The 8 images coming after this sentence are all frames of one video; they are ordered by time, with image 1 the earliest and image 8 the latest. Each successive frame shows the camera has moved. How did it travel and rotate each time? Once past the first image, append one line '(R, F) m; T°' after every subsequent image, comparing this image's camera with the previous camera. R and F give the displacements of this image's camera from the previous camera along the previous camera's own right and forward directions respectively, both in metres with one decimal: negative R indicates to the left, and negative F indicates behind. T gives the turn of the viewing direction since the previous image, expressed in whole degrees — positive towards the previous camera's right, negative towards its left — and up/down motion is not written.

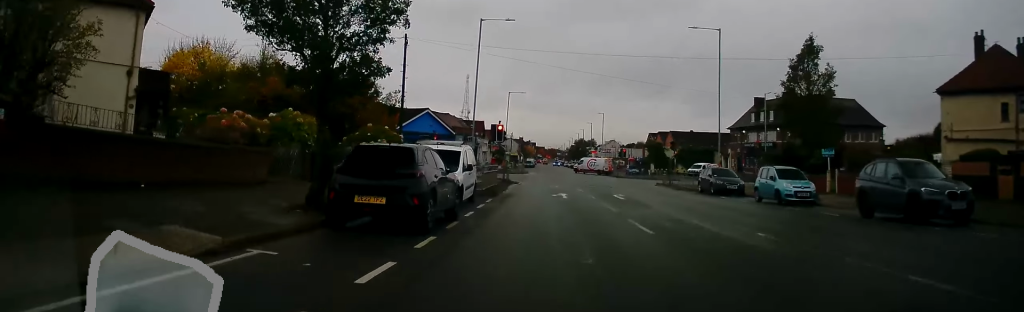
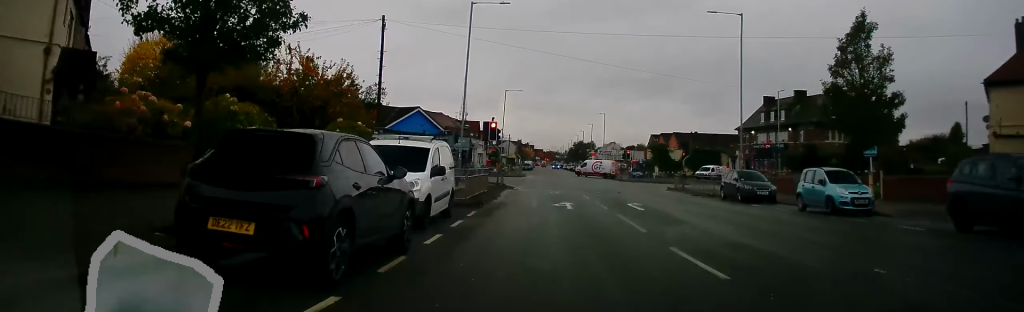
(0.0, +4.8) m; 0°
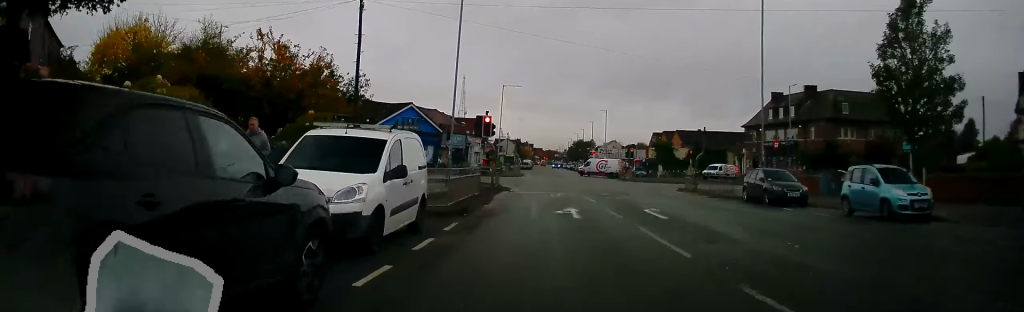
(0.0, +3.5) m; 0°
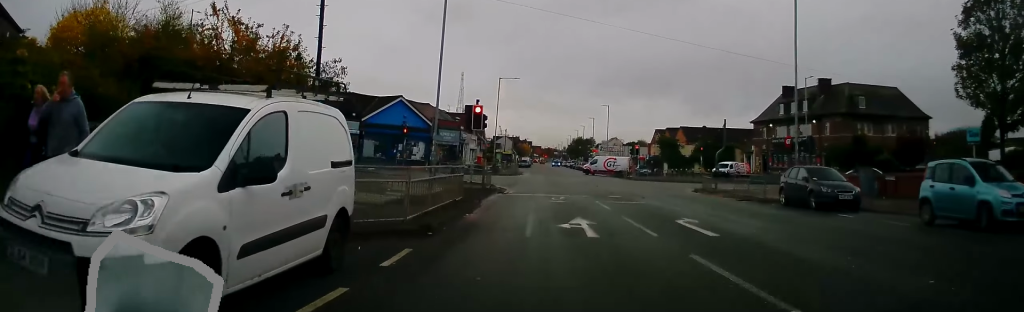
(0.0, +4.8) m; 0°
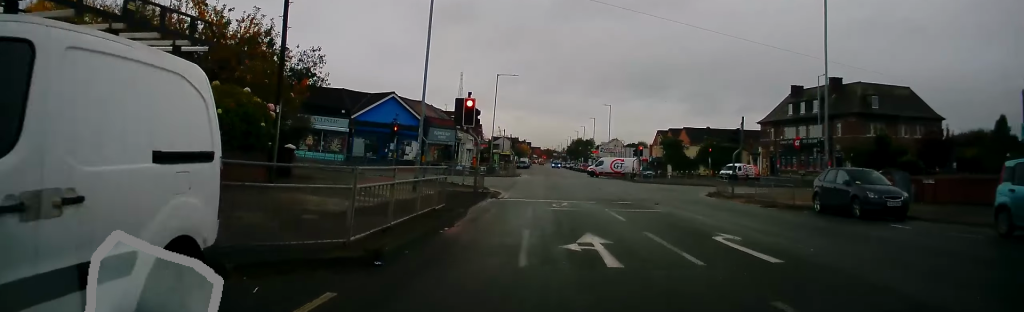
(0.0, +3.1) m; 0°
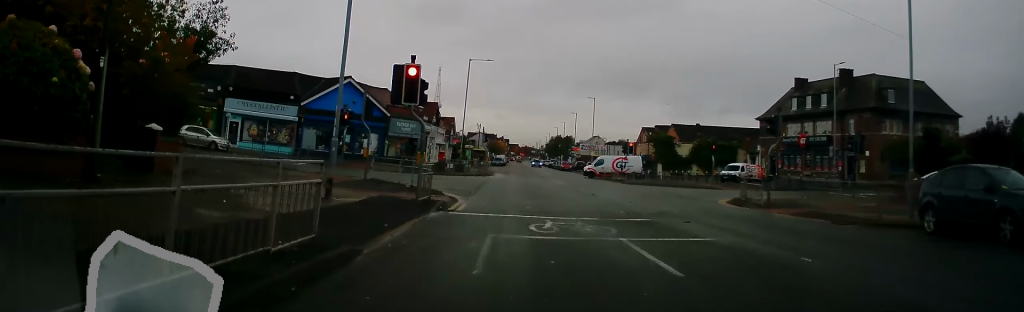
(0.0, +8.3) m; 0°
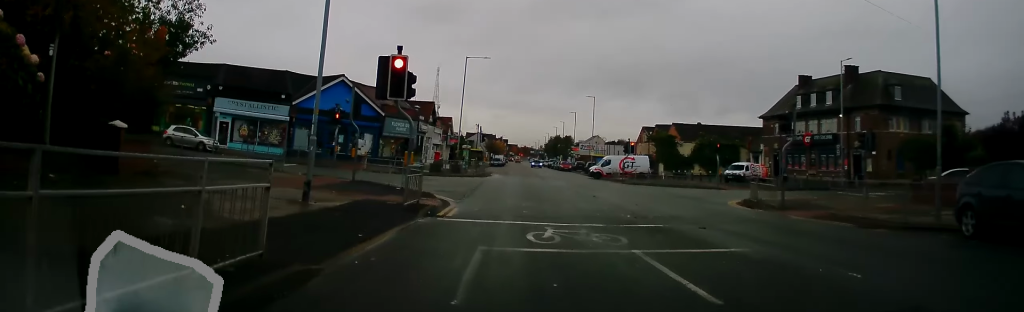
(0.0, +1.6) m; 0°
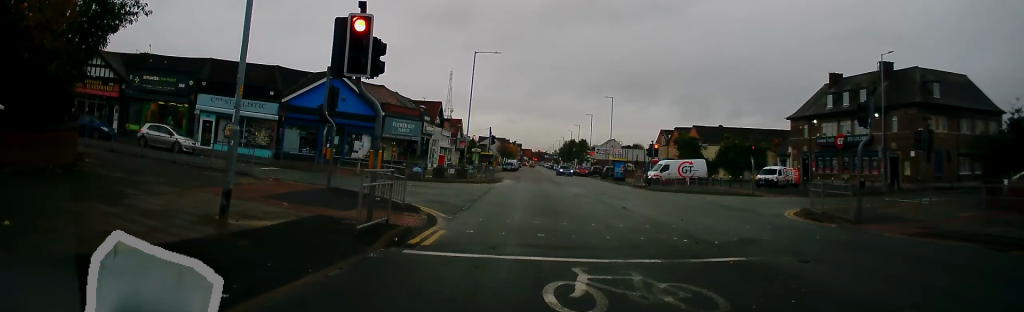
(0.0, +5.2) m; 0°
